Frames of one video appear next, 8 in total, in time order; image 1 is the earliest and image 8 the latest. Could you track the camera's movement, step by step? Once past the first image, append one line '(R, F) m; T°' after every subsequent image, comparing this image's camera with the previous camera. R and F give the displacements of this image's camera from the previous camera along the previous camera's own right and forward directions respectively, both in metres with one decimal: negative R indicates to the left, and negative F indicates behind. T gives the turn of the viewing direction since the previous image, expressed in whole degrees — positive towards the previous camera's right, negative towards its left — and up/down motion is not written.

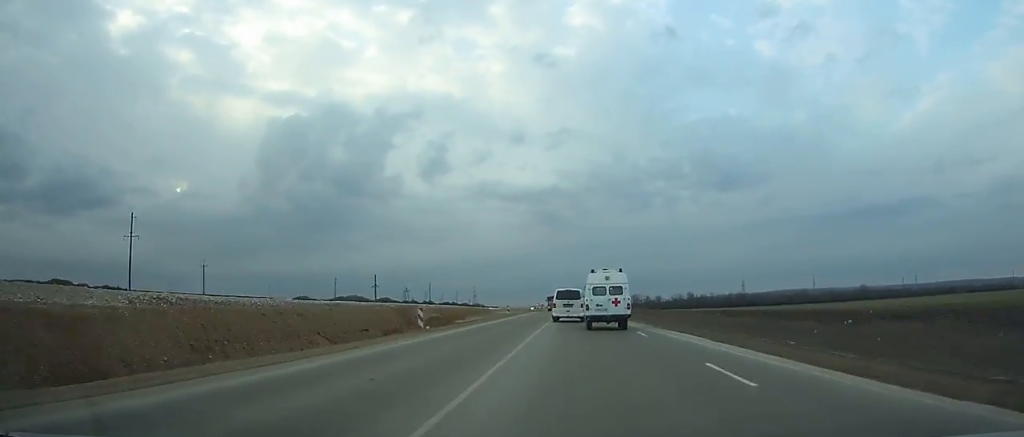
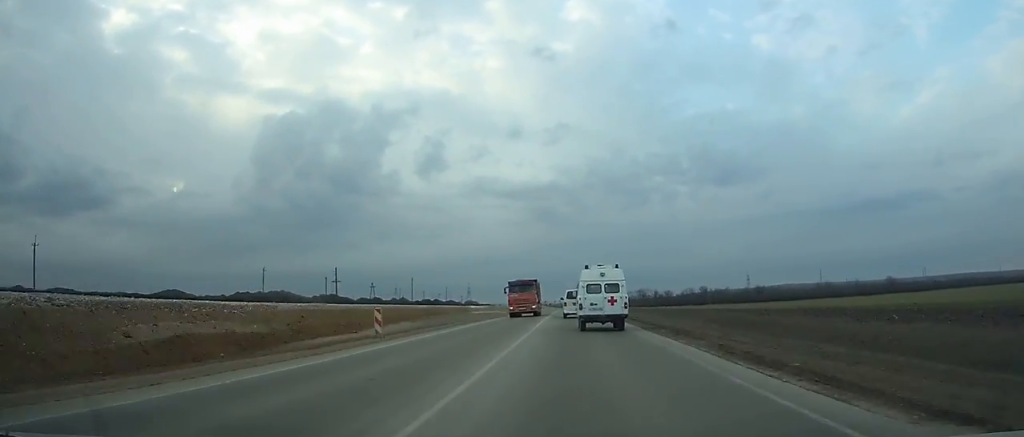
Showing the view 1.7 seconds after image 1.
(-0.2, +43.3) m; 0°
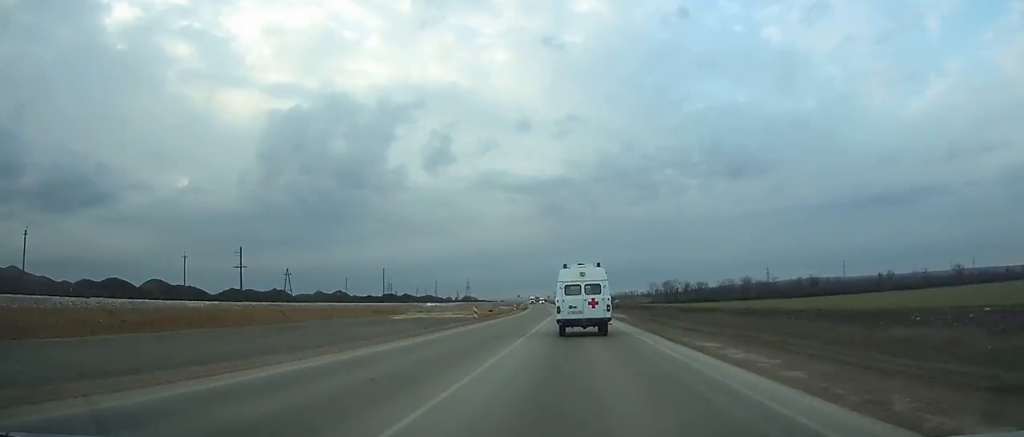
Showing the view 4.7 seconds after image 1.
(-0.2, +76.0) m; -1°
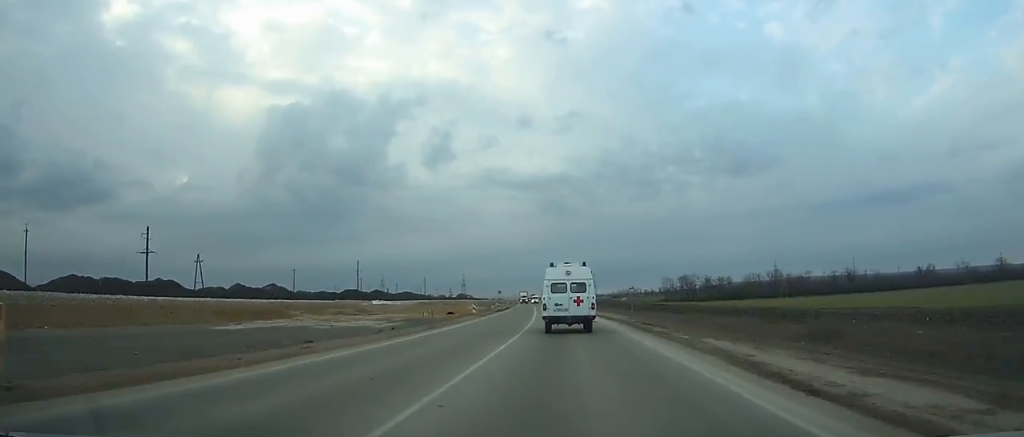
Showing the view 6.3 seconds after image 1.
(+0.1, +40.3) m; -1°
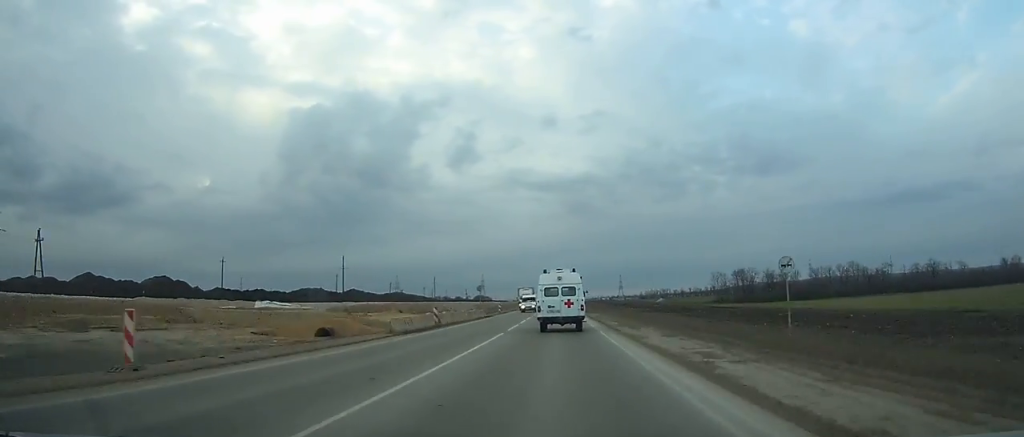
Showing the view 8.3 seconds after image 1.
(-0.9, +49.7) m; -1°
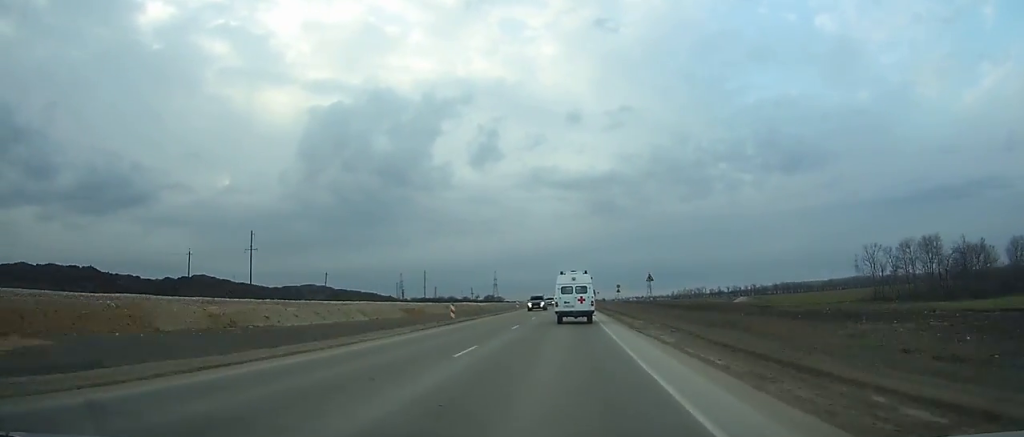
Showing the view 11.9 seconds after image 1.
(-1.3, +87.8) m; -2°
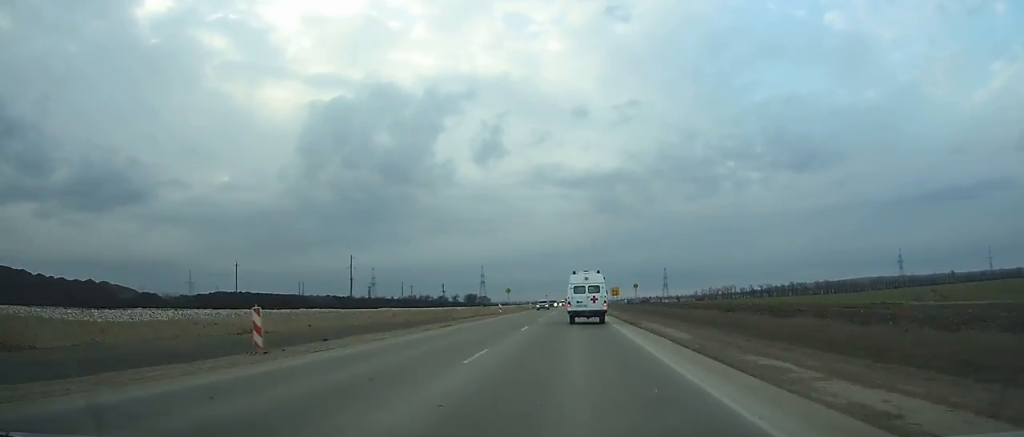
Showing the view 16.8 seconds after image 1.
(-0.5, +108.0) m; 0°
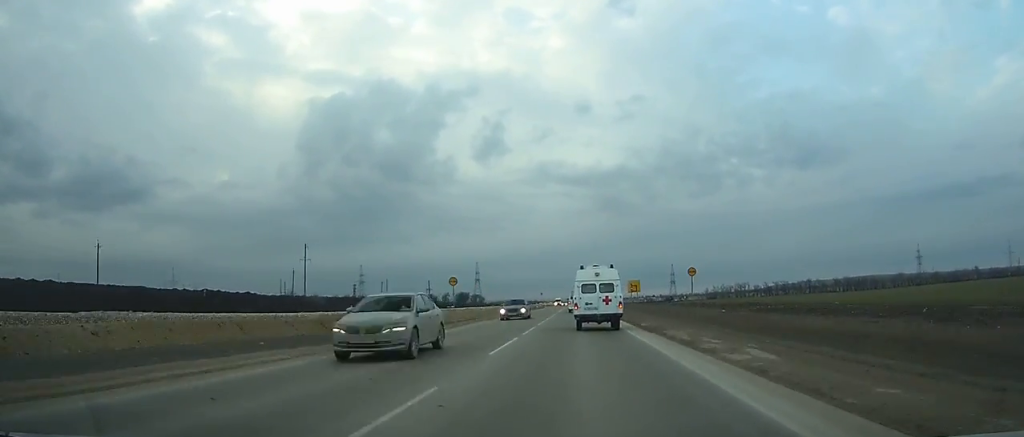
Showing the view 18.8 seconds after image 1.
(+0.1, +38.3) m; 0°
